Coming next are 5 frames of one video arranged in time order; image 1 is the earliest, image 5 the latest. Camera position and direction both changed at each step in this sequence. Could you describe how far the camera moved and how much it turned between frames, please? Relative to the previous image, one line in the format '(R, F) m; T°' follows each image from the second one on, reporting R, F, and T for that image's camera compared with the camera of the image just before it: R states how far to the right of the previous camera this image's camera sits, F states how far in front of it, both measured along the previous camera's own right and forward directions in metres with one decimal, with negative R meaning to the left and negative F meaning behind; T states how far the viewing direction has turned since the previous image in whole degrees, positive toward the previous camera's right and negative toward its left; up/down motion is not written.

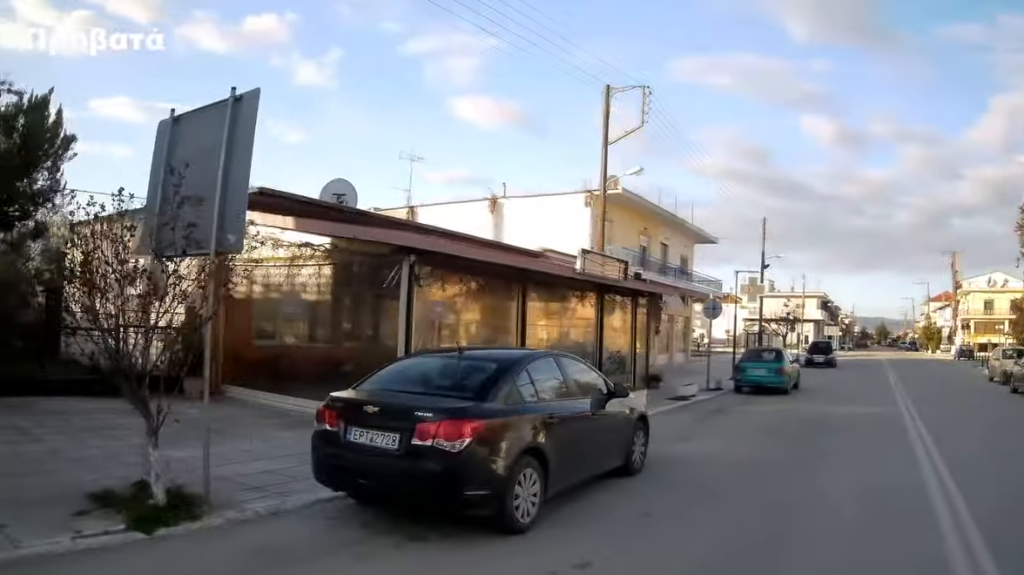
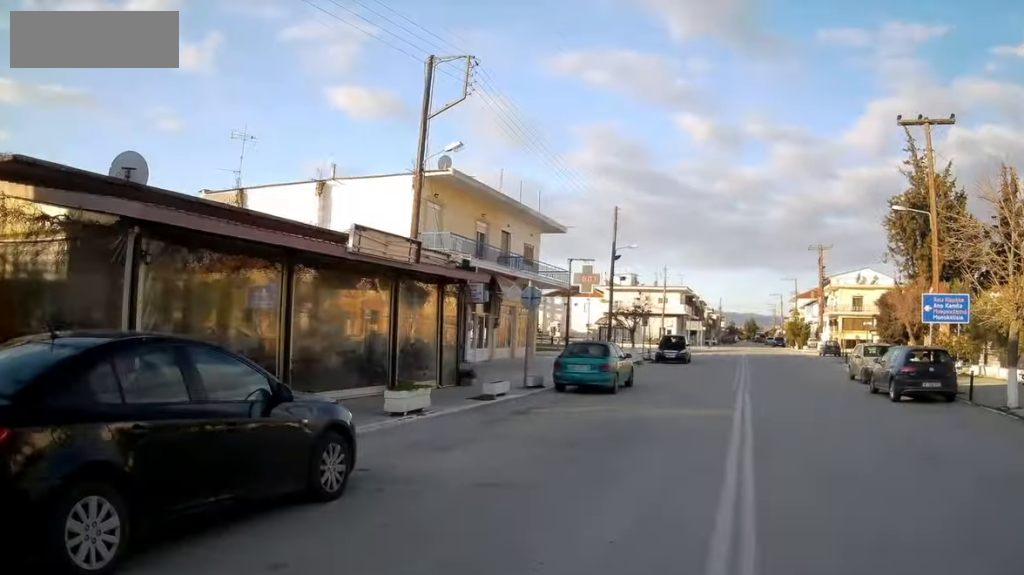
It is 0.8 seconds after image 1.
(+0.2, +2.5) m; +10°
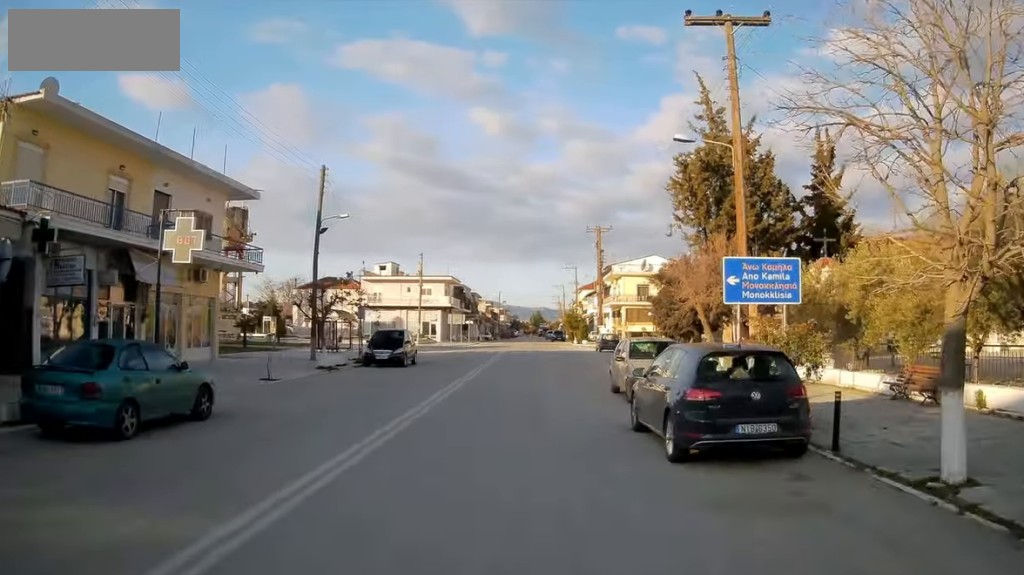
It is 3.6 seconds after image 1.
(+2.9, +9.1) m; +21°
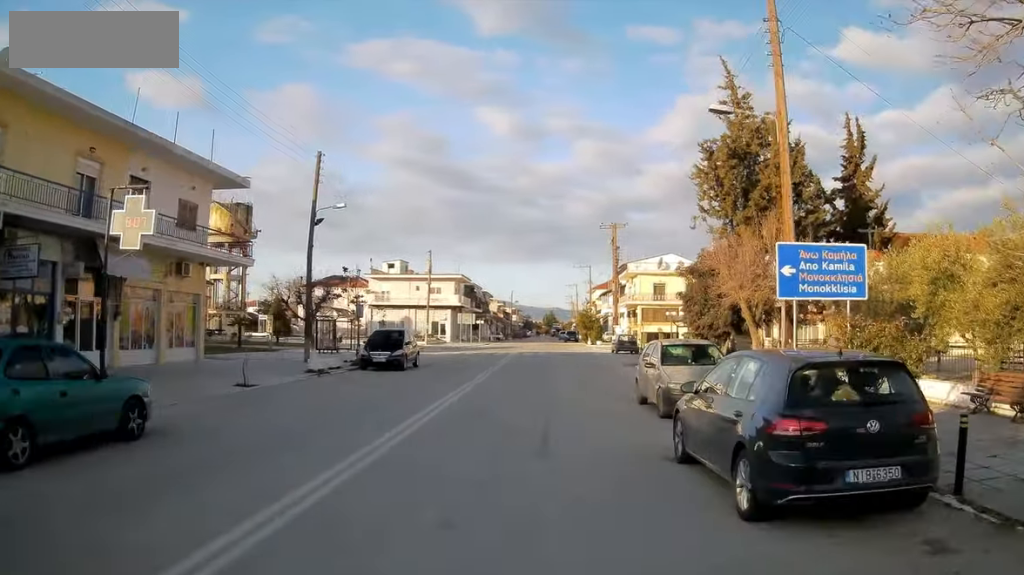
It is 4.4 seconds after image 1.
(-0.2, +2.5) m; -5°
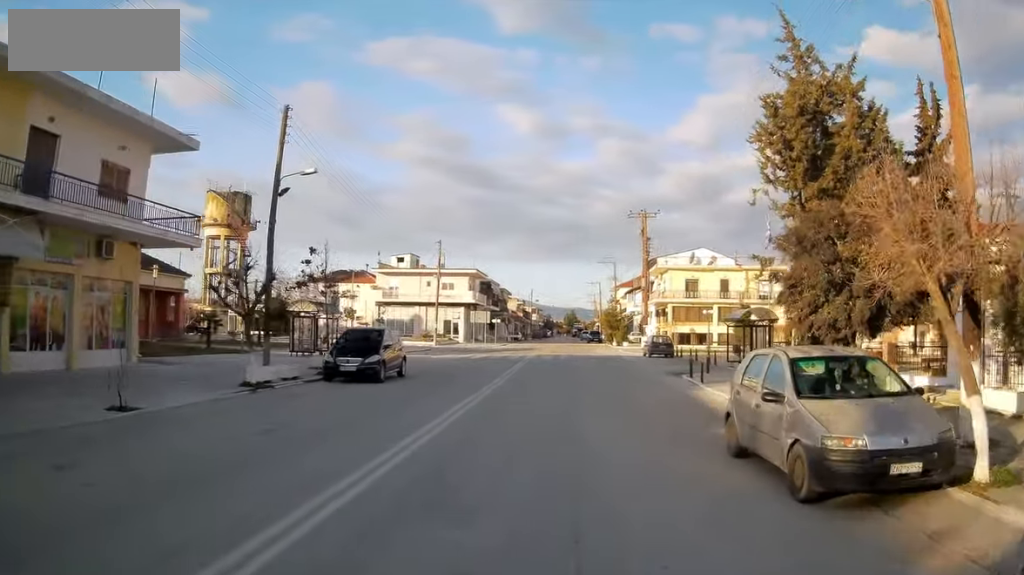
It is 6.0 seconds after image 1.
(-0.7, +5.9) m; -11°
